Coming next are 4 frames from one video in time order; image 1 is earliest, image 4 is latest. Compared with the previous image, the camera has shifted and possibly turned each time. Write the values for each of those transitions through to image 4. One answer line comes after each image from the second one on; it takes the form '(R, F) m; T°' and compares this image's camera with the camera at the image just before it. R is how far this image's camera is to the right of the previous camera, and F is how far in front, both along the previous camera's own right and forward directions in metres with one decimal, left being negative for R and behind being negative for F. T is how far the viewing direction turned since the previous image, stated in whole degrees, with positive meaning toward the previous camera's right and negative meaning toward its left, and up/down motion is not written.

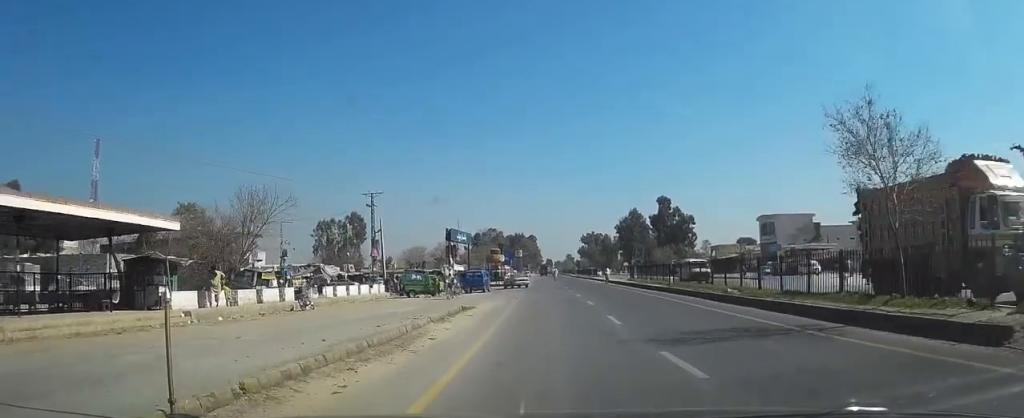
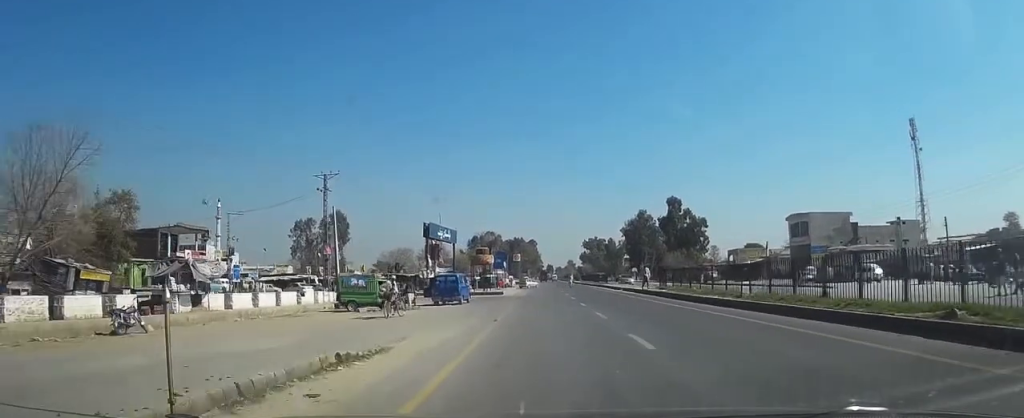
(-0.4, +15.5) m; -3°
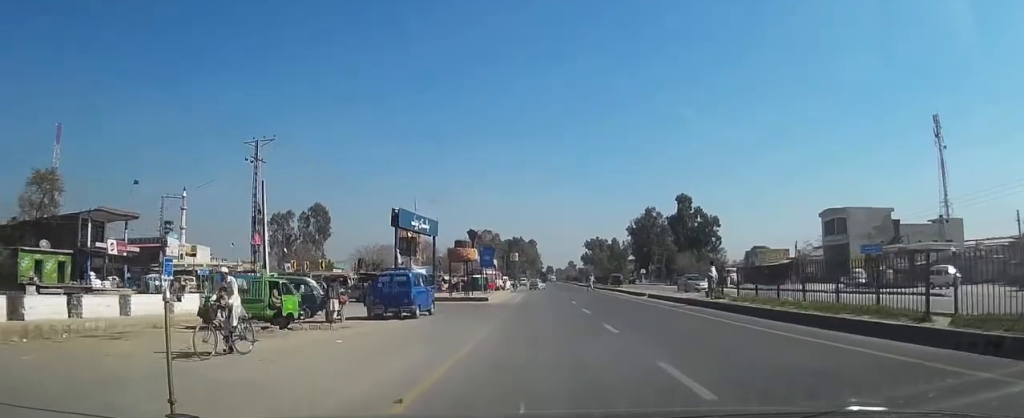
(0.0, +14.0) m; +1°
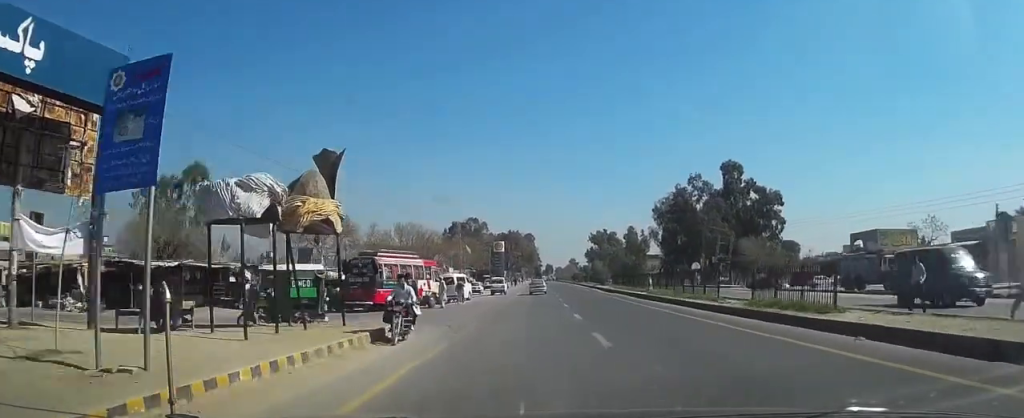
(-1.5, +49.8) m; -3°
